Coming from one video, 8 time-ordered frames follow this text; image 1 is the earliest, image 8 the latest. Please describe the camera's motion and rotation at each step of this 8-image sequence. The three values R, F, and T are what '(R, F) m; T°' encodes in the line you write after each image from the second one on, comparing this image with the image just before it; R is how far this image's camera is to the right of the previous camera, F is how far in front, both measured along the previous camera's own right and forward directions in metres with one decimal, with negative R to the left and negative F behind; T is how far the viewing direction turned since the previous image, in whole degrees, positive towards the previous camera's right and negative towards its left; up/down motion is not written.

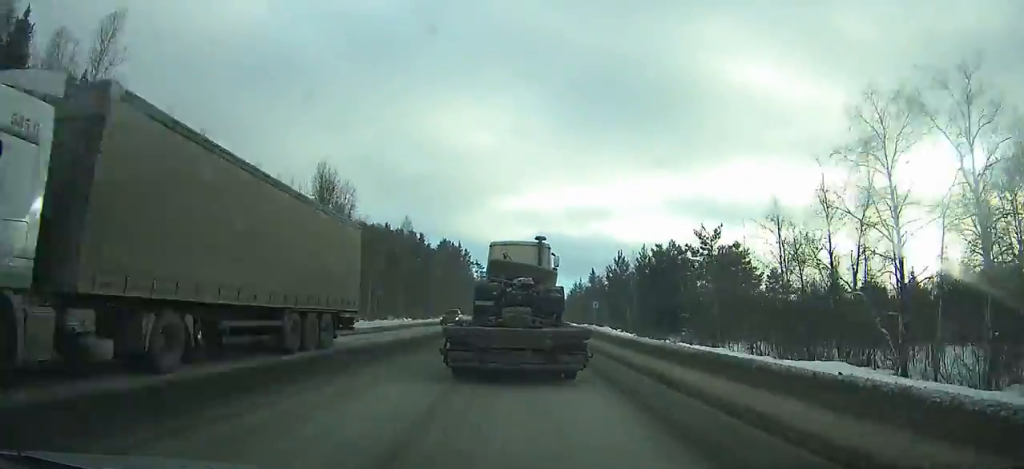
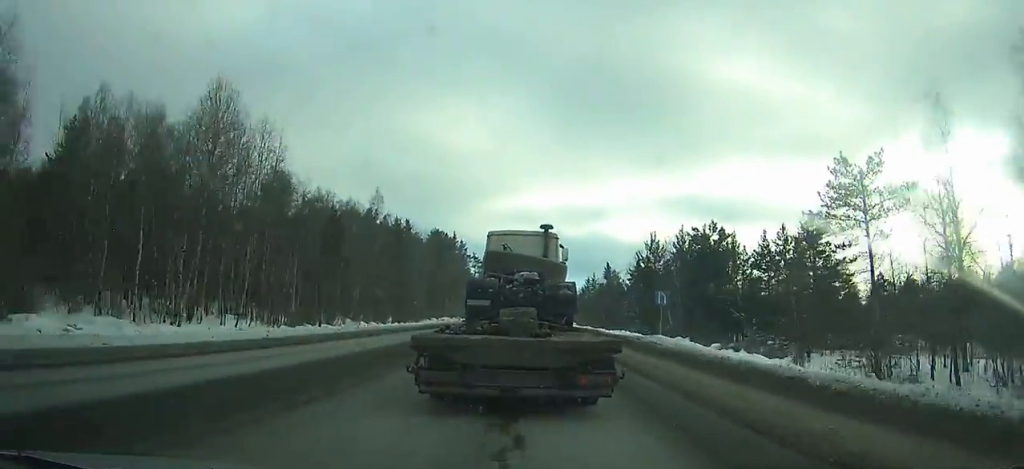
(-0.2, +27.5) m; -1°
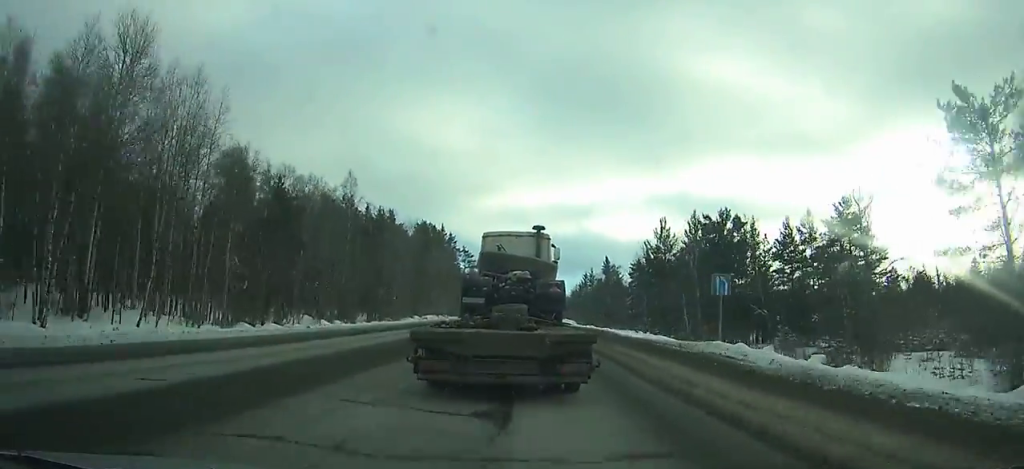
(+0.1, +11.9) m; 0°
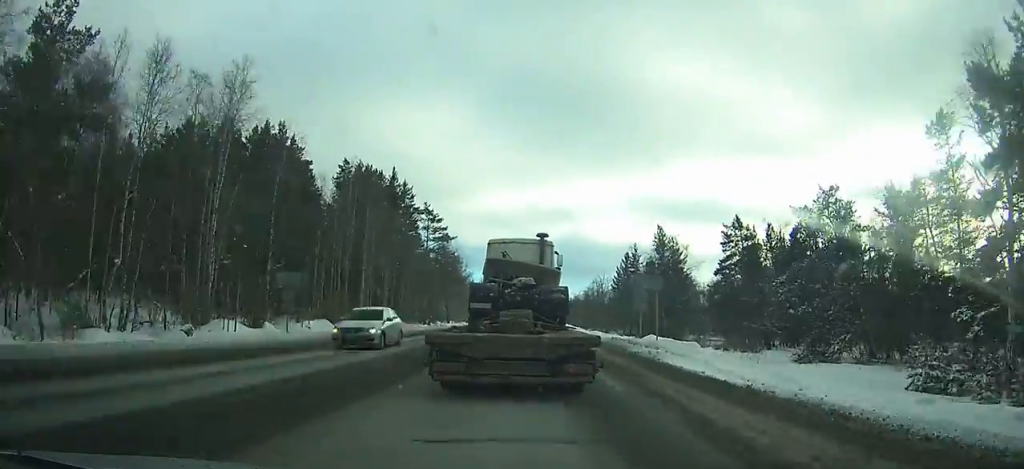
(-0.7, +58.9) m; 0°
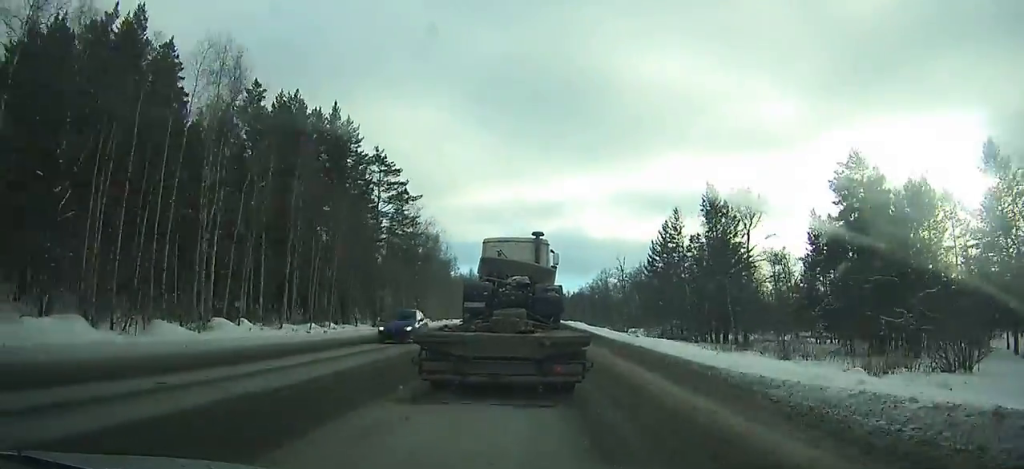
(+0.2, +27.5) m; +1°
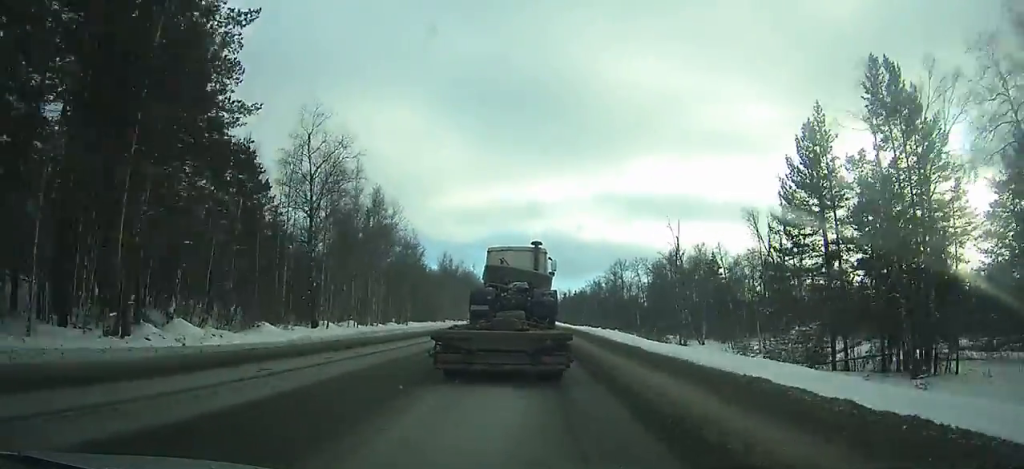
(+0.1, +38.1) m; 0°
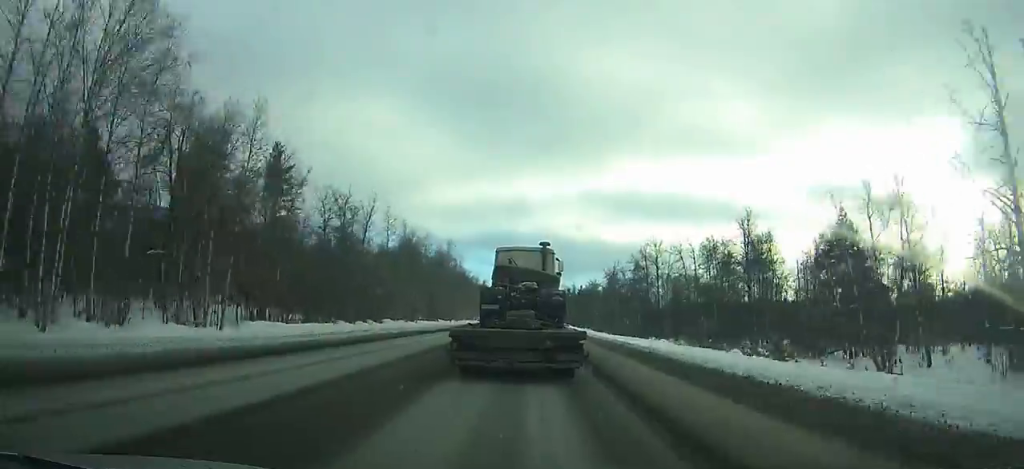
(0.0, +42.0) m; 0°
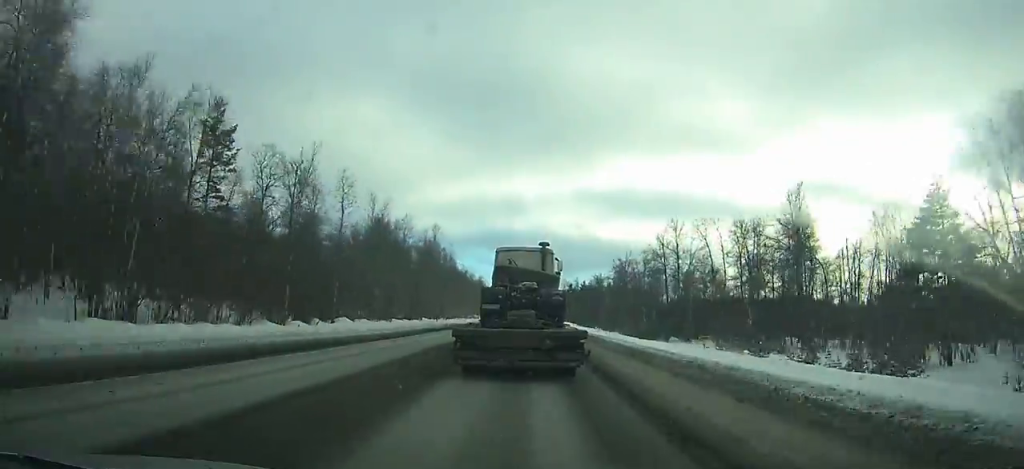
(0.0, +15.3) m; 0°
